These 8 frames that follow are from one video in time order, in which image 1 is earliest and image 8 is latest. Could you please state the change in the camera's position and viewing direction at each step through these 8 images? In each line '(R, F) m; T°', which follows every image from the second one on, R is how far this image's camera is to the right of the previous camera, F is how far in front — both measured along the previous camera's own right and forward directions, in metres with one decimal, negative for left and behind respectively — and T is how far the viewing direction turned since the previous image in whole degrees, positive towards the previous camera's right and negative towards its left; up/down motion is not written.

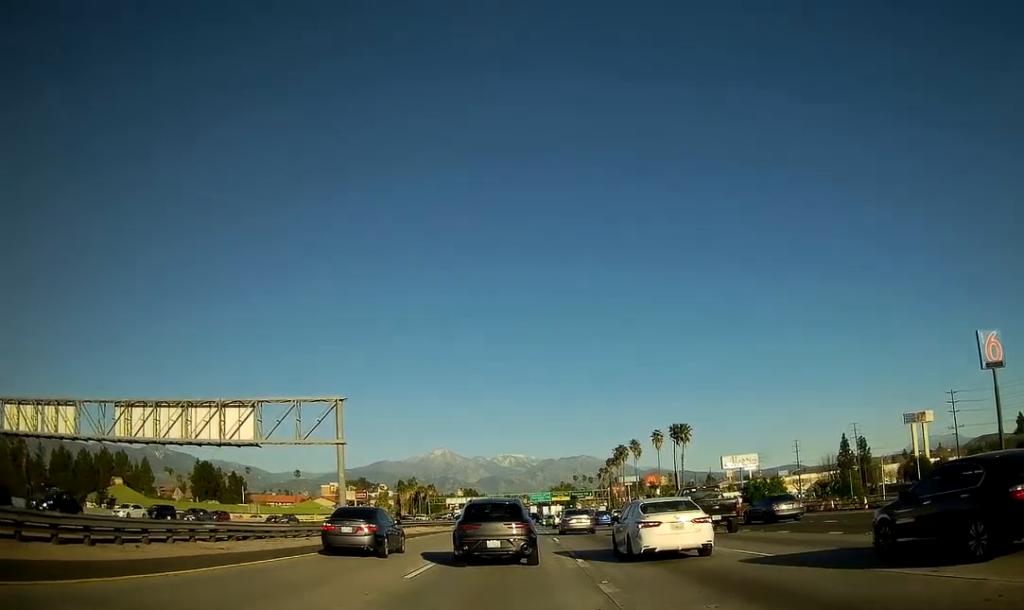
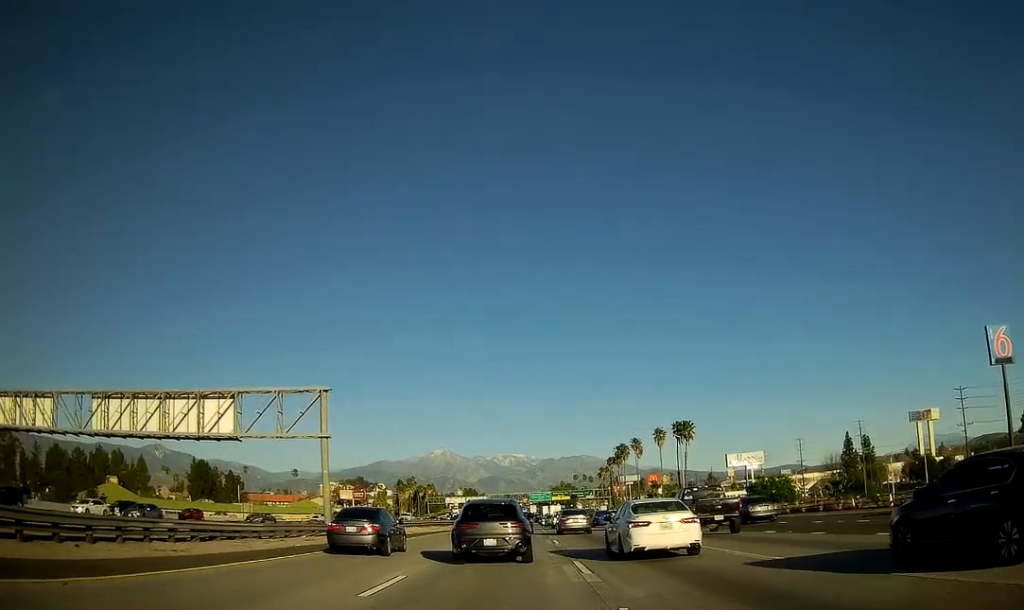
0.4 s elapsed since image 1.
(0.0, +3.0) m; 0°
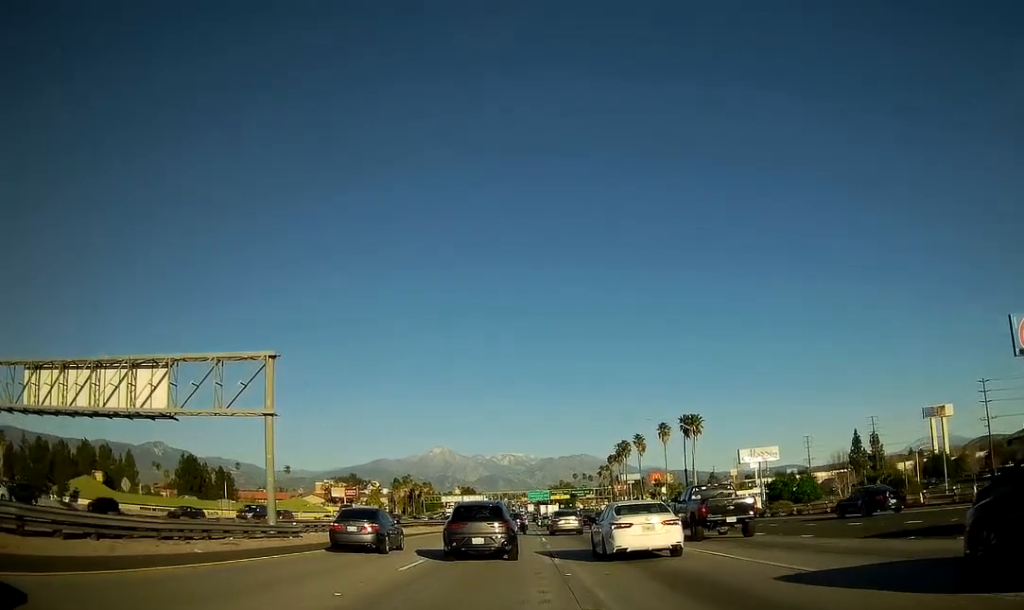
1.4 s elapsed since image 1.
(0.0, +8.0) m; +1°
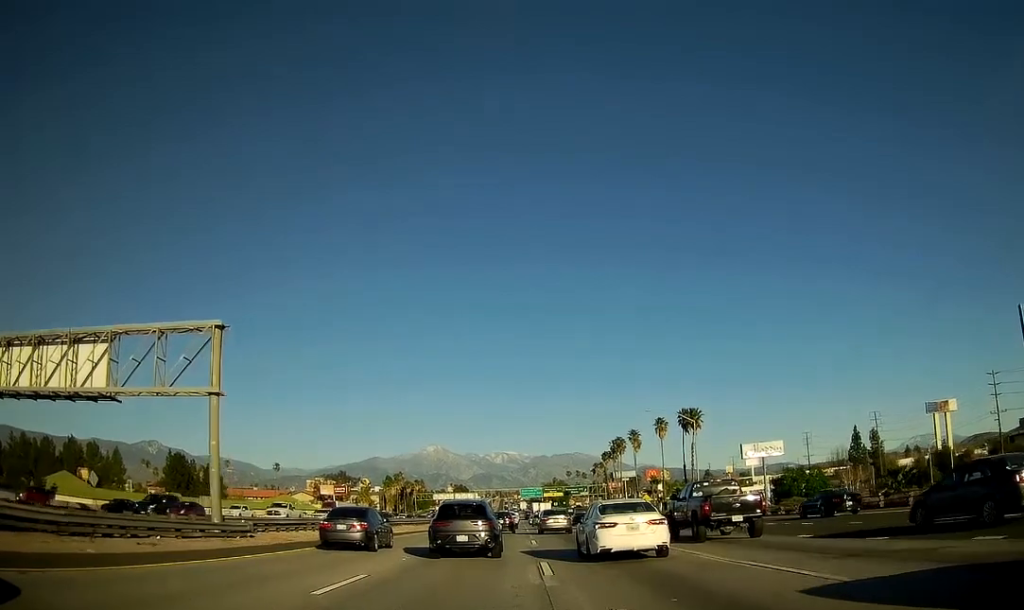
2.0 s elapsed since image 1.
(0.0, +4.8) m; +1°
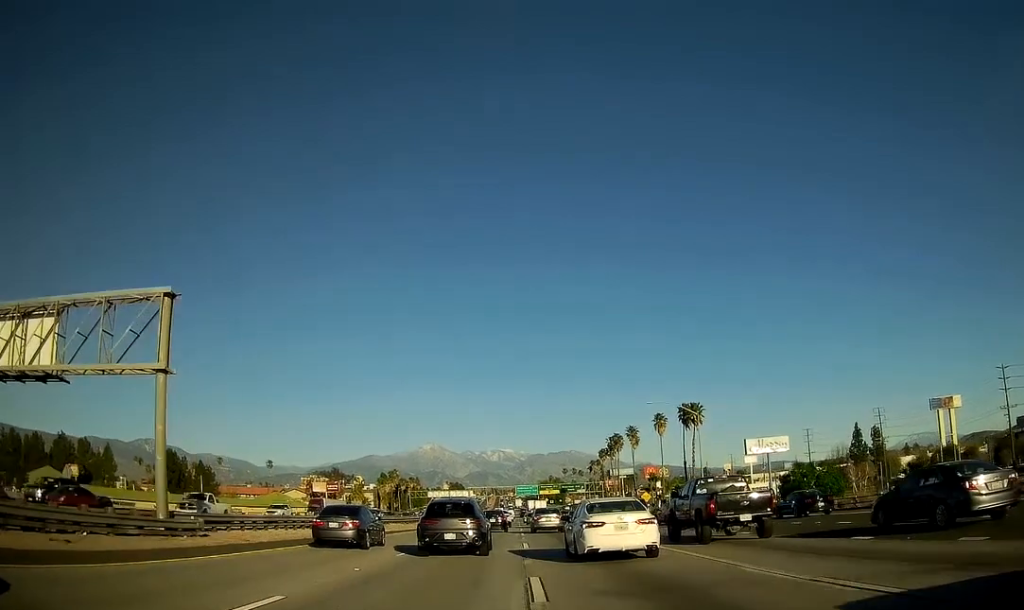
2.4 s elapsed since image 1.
(0.0, +4.3) m; +1°
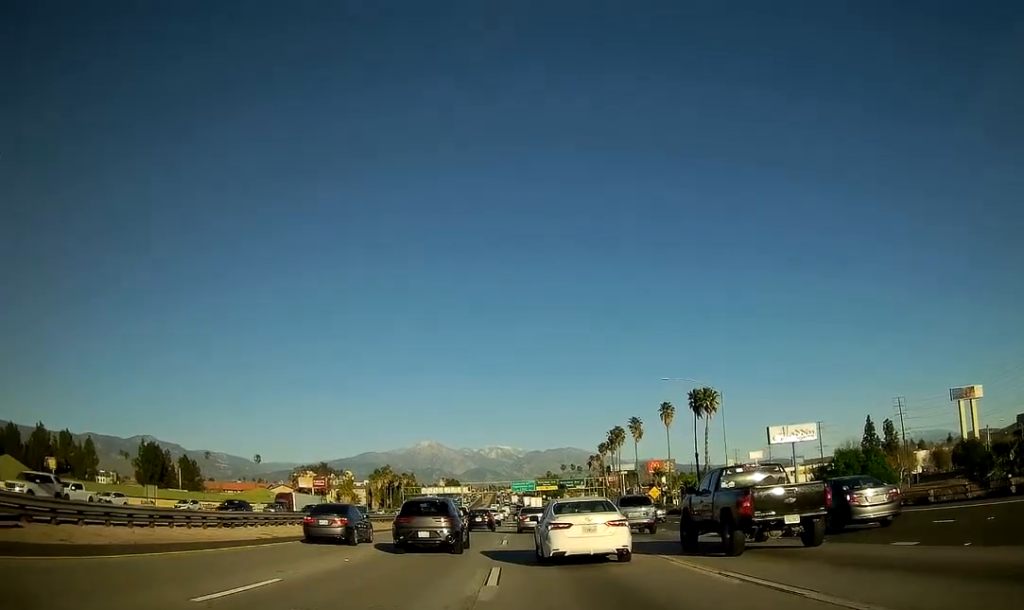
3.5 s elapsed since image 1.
(+0.1, +12.0) m; 0°
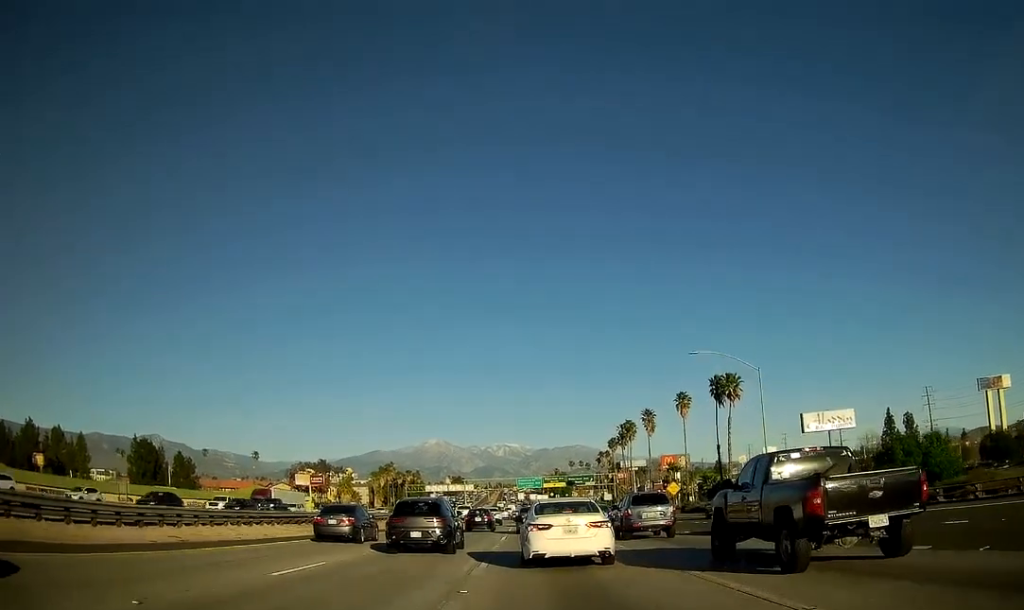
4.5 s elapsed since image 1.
(-0.1, +10.3) m; -1°
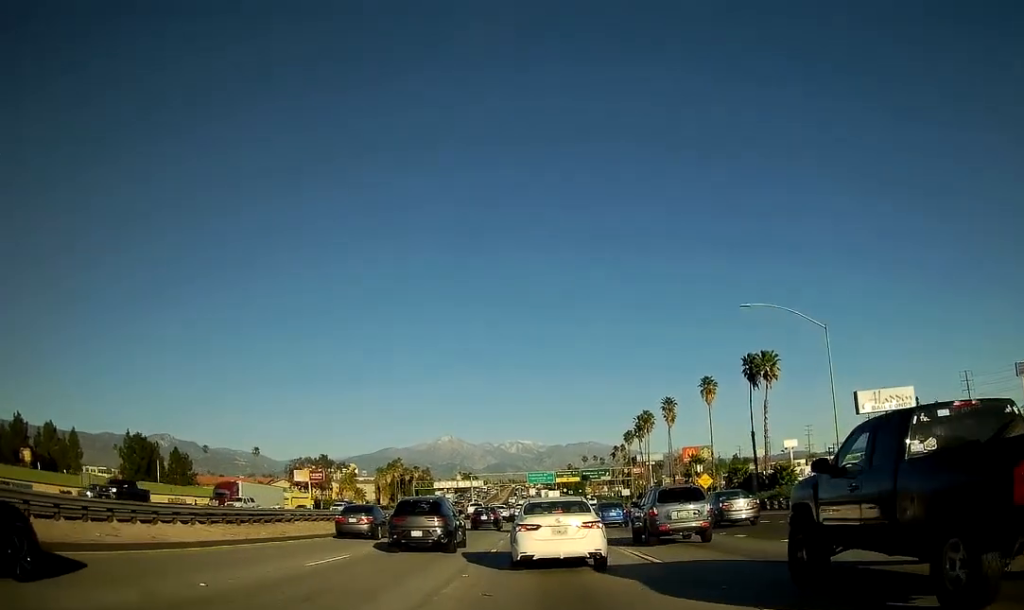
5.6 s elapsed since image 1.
(-0.2, +12.3) m; -2°
